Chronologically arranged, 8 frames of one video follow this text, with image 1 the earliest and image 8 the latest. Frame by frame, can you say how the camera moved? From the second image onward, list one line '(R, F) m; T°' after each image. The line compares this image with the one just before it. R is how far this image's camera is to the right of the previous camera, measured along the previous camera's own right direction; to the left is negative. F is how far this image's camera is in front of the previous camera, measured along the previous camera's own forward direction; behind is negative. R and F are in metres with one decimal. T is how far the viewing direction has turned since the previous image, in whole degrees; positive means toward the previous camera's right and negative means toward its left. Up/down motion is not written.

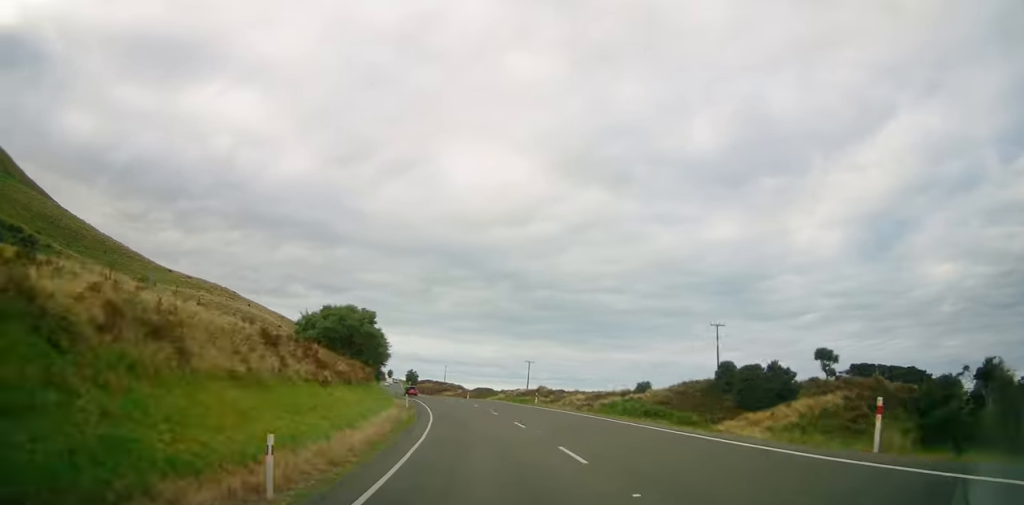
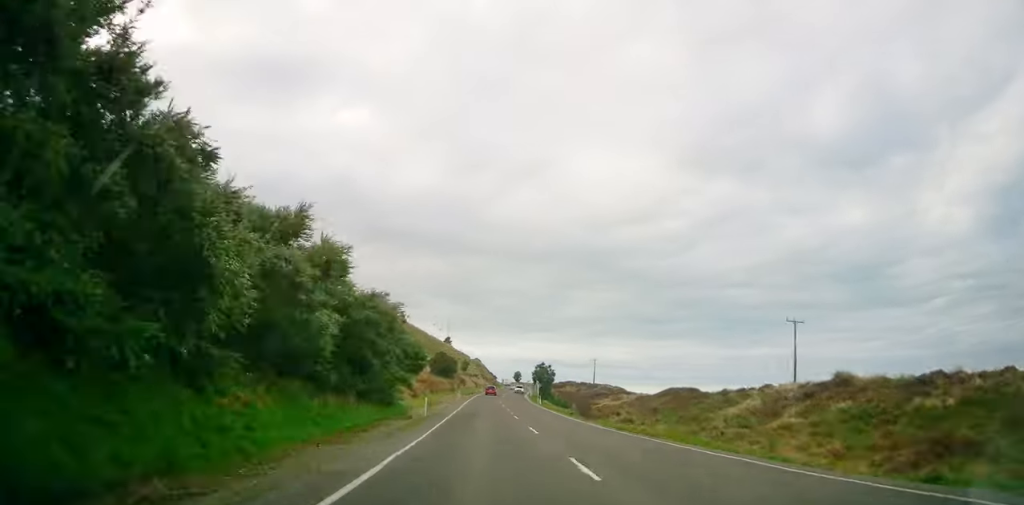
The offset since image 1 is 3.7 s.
(-6.7, +79.6) m; -5°
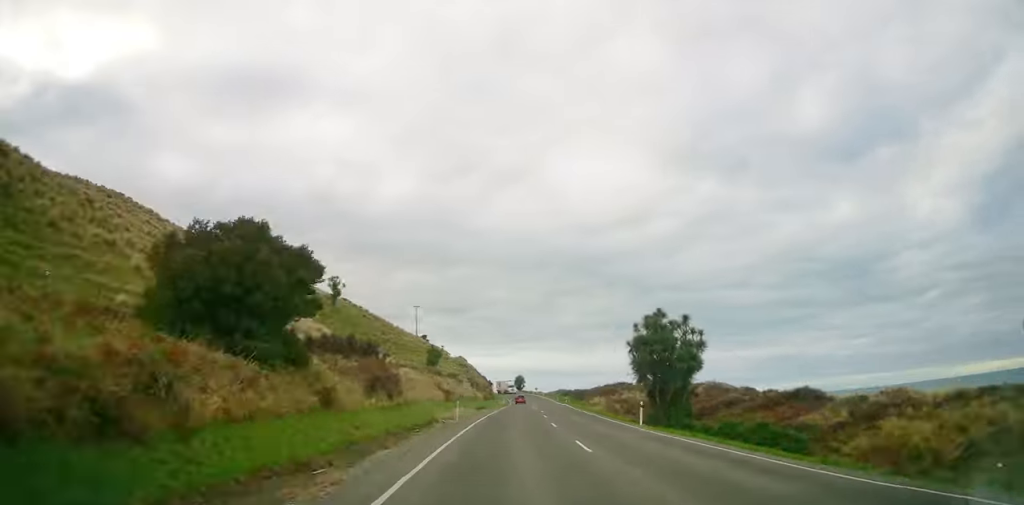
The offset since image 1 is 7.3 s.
(-1.7, +75.9) m; -1°
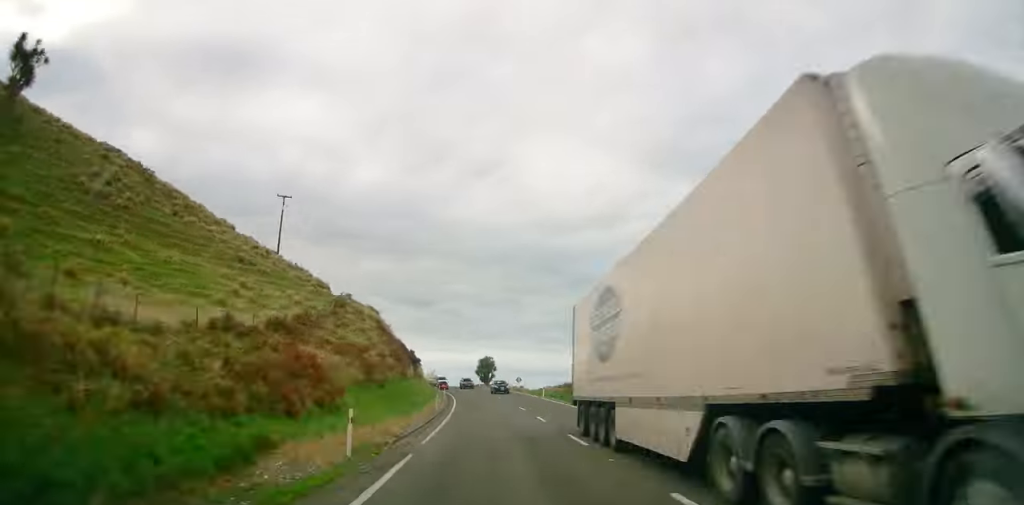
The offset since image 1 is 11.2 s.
(+0.8, +80.0) m; -3°
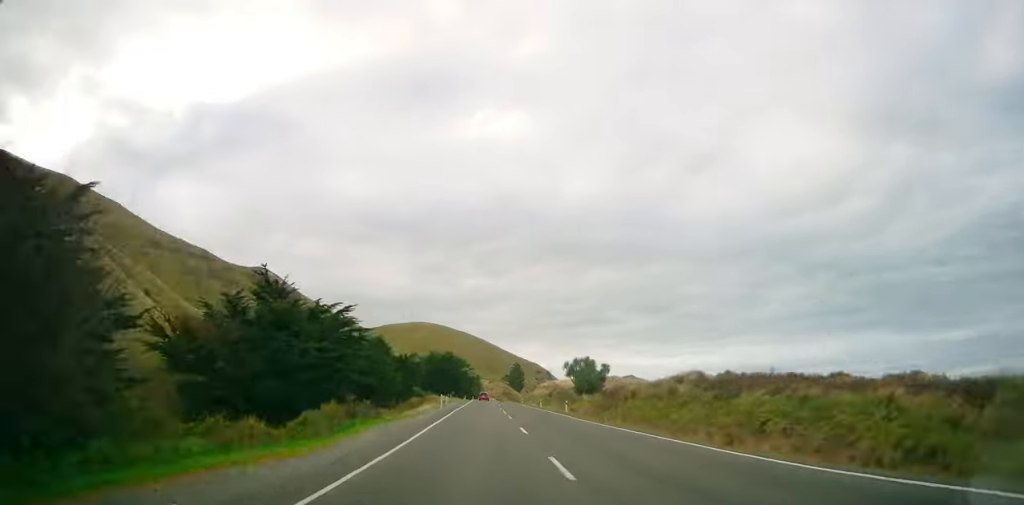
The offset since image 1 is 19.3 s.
(-27.0, +160.2) m; -17°
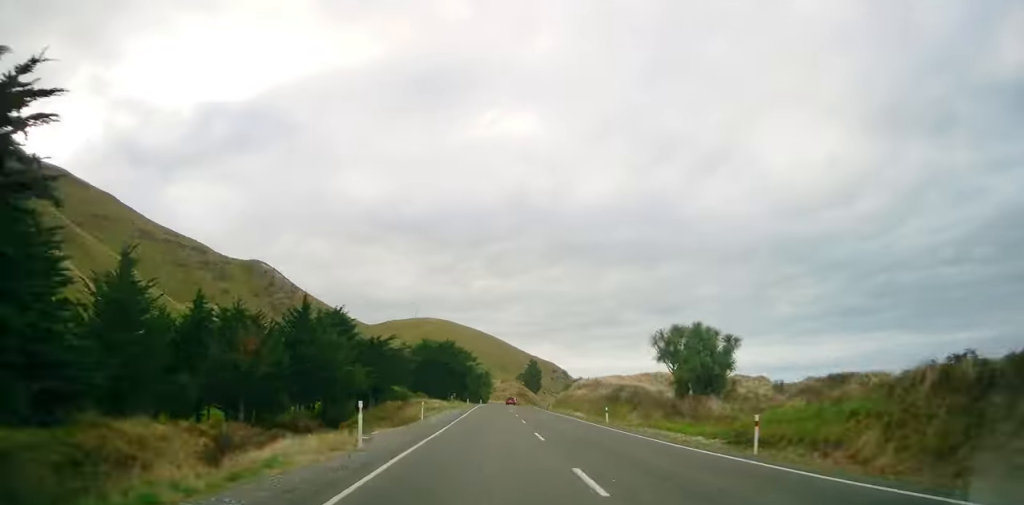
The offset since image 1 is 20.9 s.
(-1.5, +31.8) m; -1°
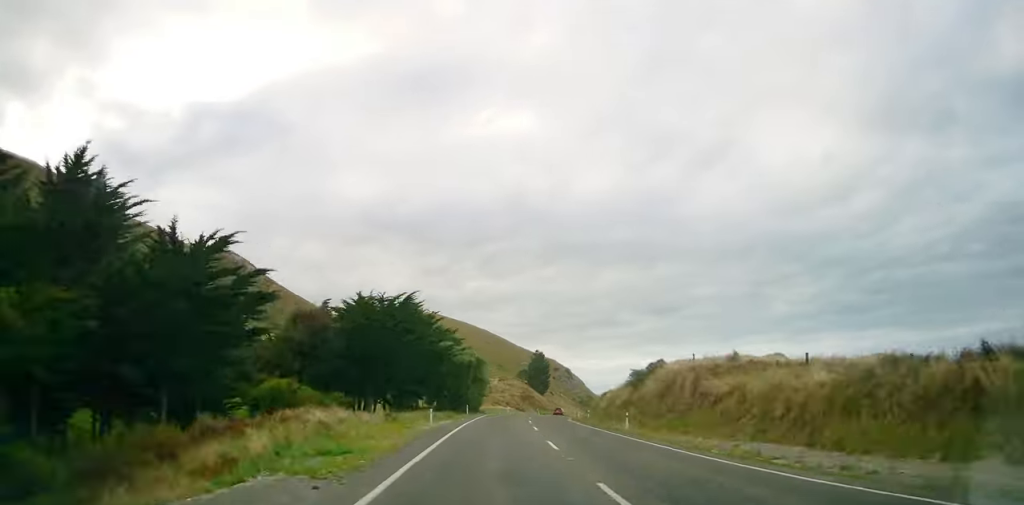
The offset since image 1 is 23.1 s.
(+0.9, +42.1) m; +4°
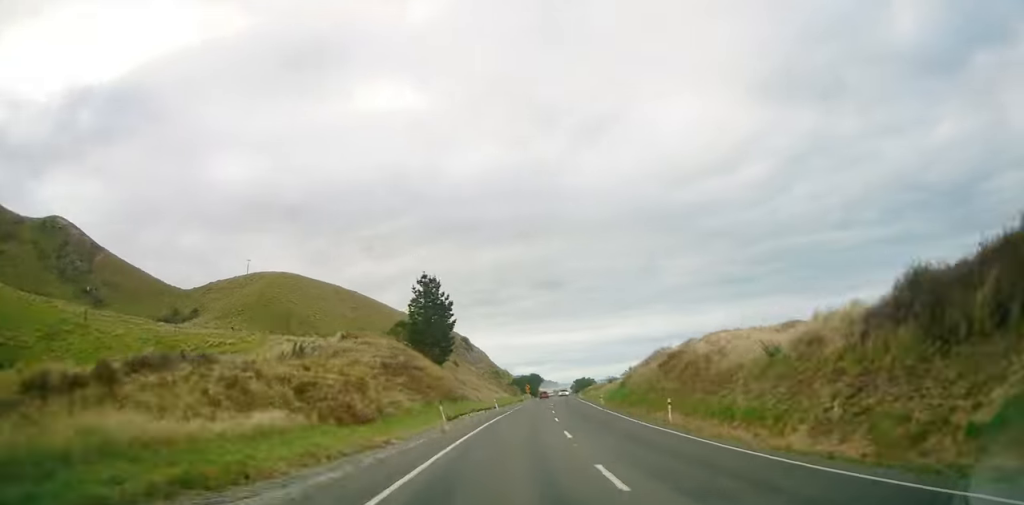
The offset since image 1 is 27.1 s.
(+5.0, +78.0) m; +7°
